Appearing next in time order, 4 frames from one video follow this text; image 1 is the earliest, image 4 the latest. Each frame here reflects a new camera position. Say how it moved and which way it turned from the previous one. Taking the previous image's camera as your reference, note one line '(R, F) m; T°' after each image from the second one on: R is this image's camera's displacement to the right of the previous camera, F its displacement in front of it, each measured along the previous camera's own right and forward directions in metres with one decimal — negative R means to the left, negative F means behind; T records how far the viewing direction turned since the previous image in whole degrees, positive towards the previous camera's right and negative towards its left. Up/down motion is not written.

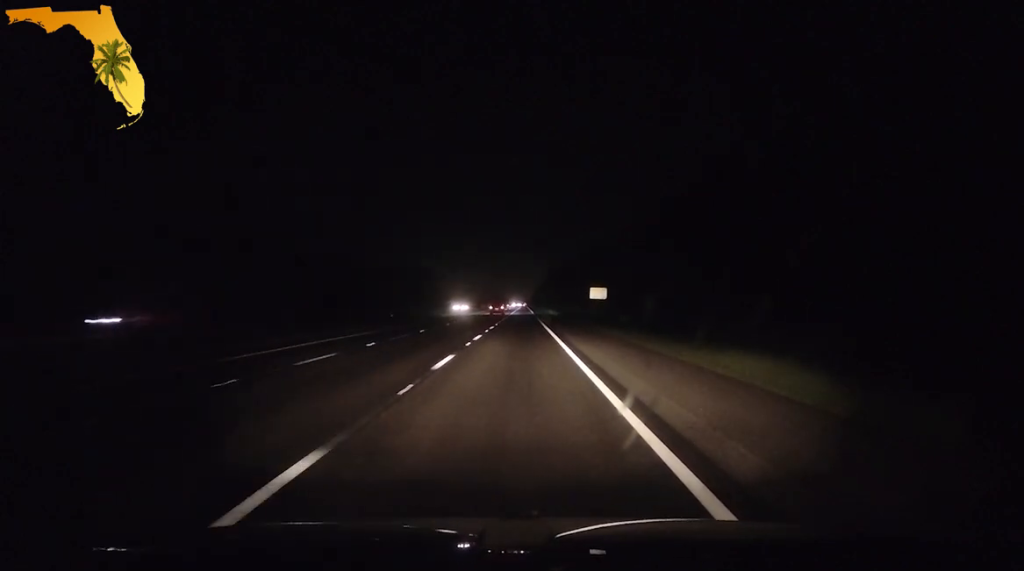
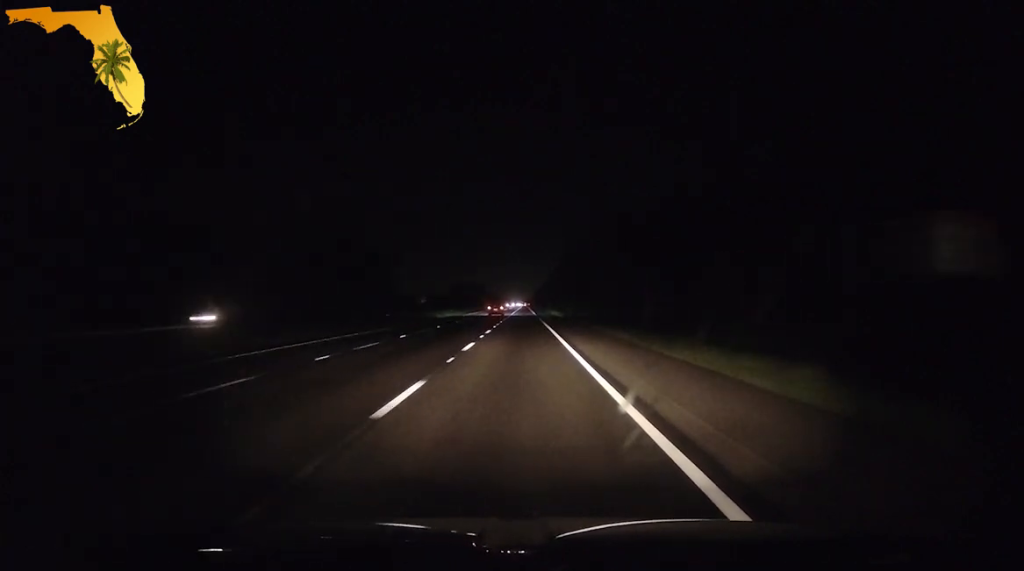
(+1.0, +114.1) m; +1°
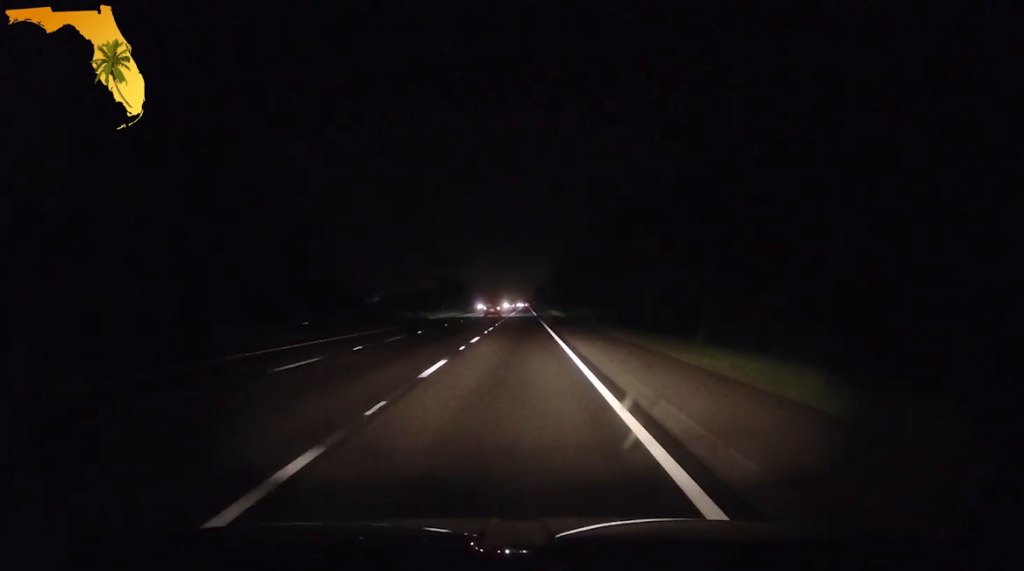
(-1.2, +90.8) m; -1°
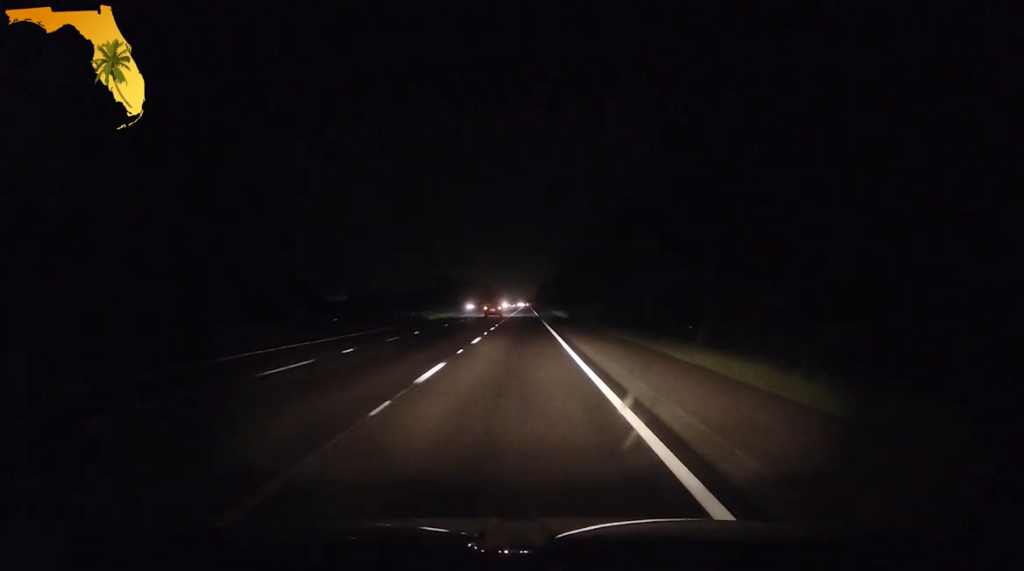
(0.0, +36.5) m; 0°
